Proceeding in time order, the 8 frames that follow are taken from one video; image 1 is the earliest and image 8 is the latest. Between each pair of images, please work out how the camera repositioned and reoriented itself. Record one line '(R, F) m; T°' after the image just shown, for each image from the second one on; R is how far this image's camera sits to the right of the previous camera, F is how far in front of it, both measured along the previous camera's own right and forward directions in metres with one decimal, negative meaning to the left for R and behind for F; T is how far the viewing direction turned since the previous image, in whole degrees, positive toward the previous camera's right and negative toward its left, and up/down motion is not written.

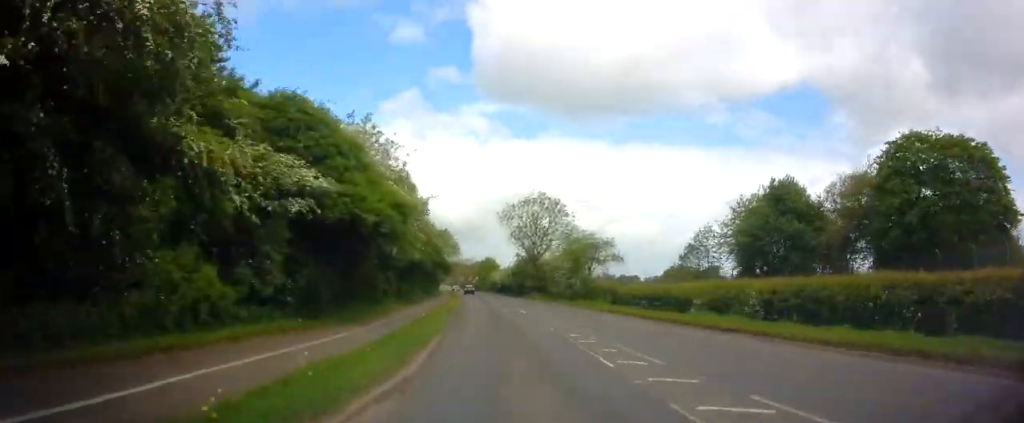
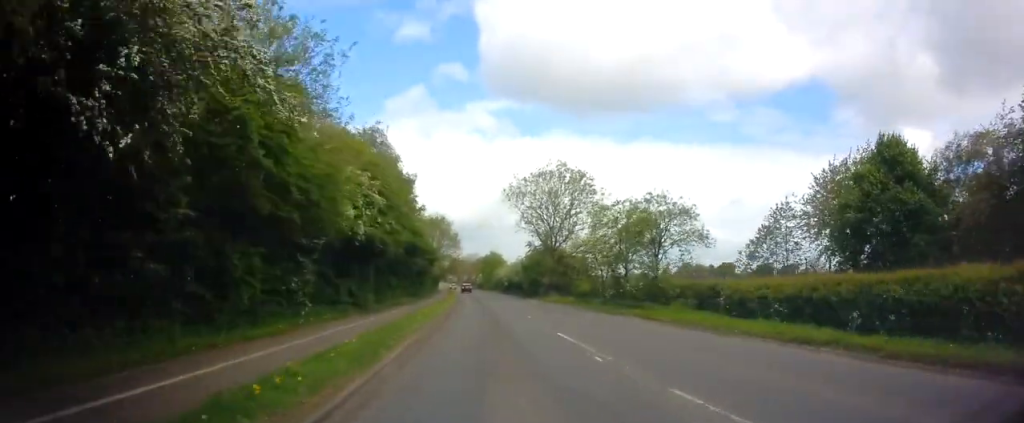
(+0.1, +17.0) m; 0°
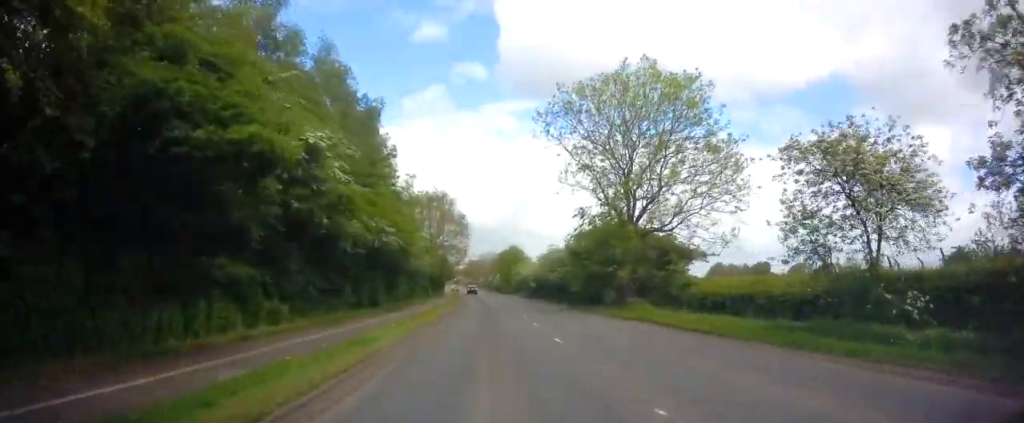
(-0.2, +27.2) m; -1°
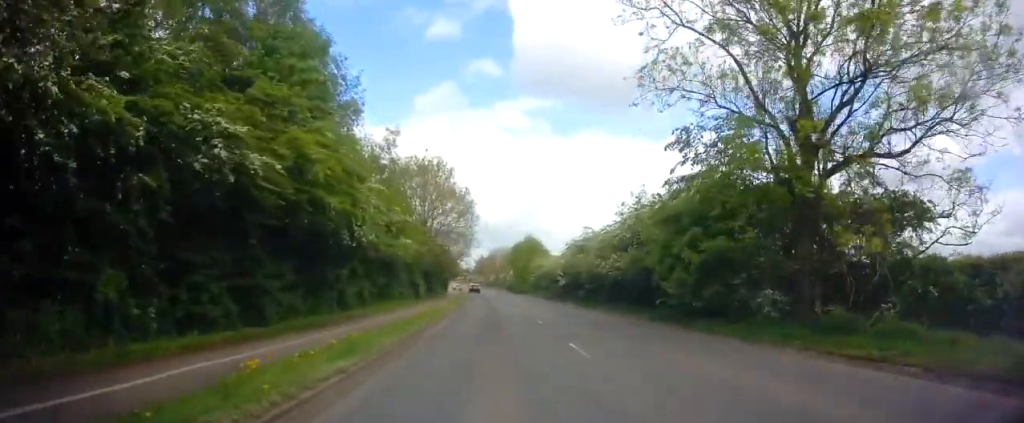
(-0.3, +17.1) m; -3°
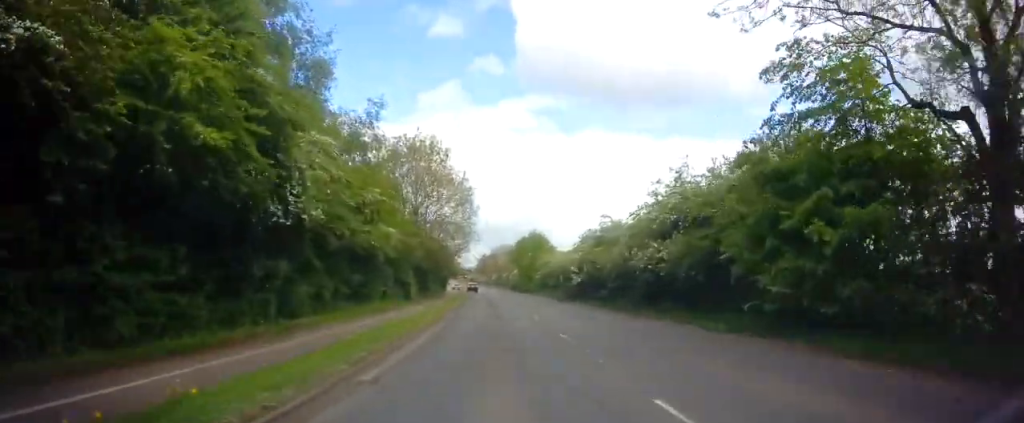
(-0.1, +6.7) m; 0°
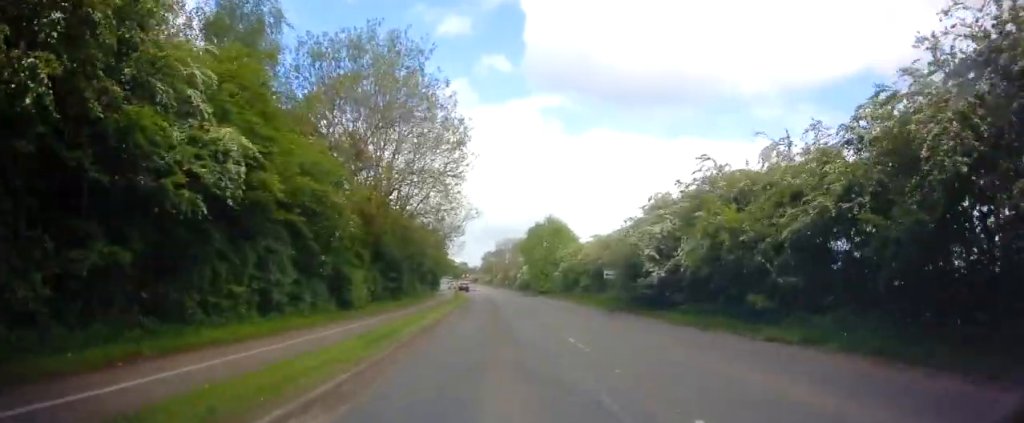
(-0.2, +18.7) m; +1°
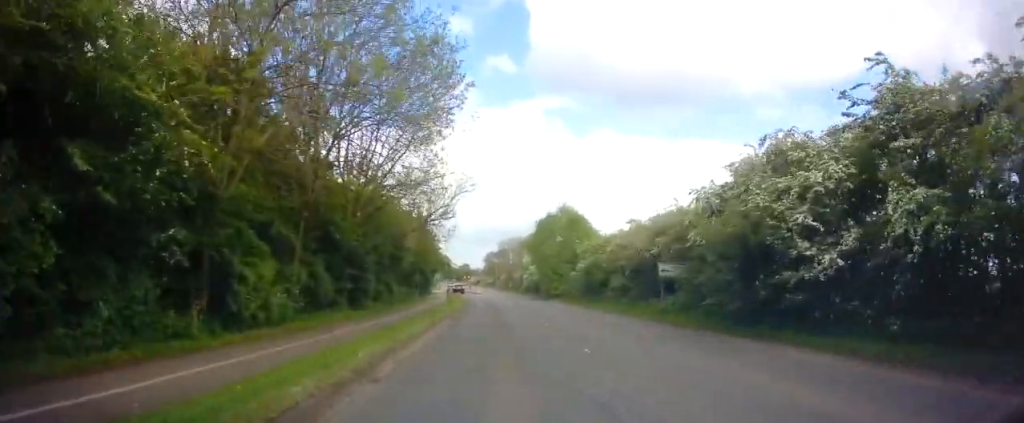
(+0.4, +11.2) m; 0°
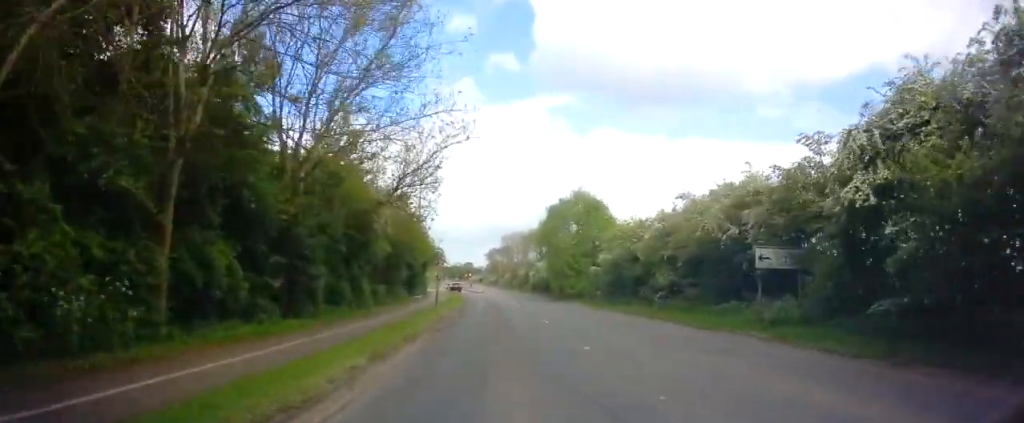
(-0.2, +8.6) m; -2°
